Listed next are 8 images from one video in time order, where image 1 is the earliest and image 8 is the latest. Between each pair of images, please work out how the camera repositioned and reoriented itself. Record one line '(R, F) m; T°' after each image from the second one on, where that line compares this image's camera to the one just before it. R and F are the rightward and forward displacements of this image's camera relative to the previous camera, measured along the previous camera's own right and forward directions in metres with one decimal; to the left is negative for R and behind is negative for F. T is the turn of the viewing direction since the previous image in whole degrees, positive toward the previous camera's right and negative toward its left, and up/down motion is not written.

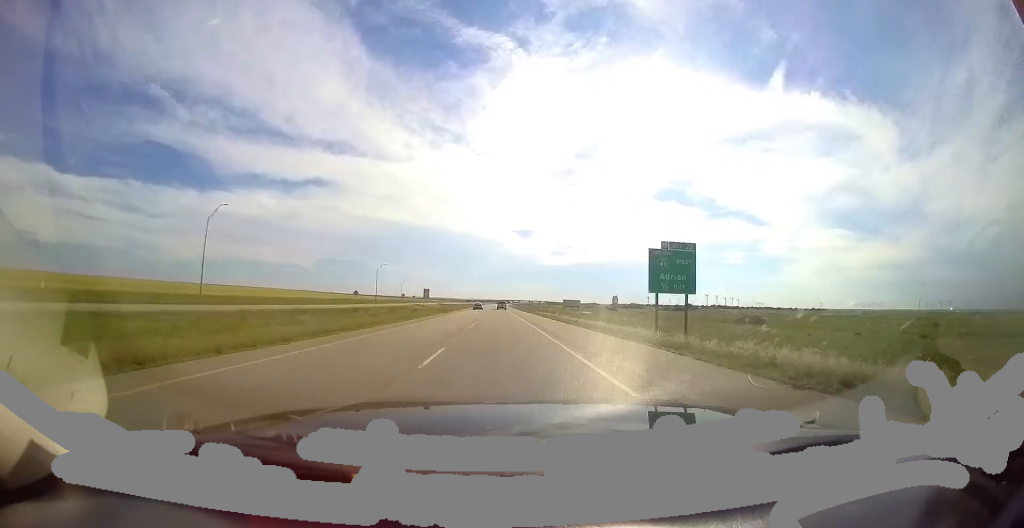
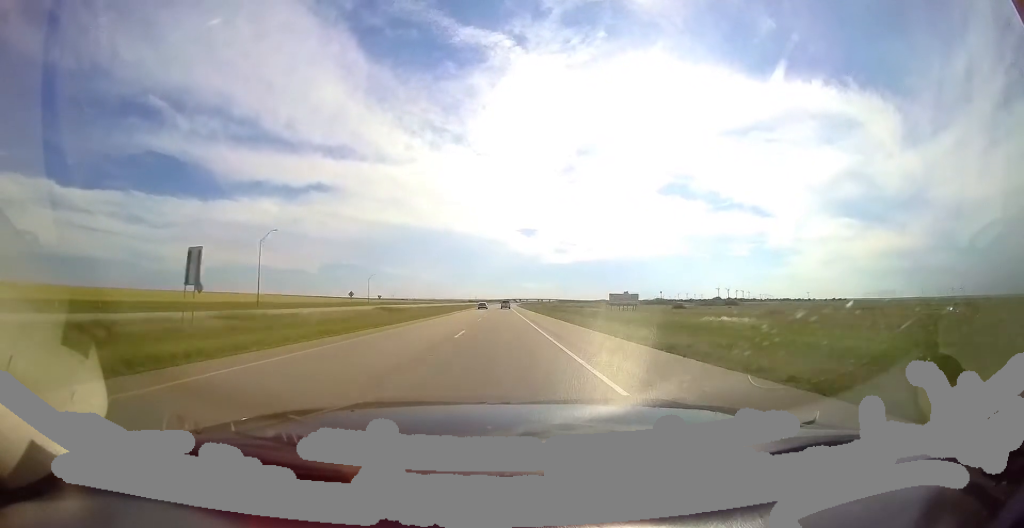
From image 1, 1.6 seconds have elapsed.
(-0.5, +55.5) m; 0°
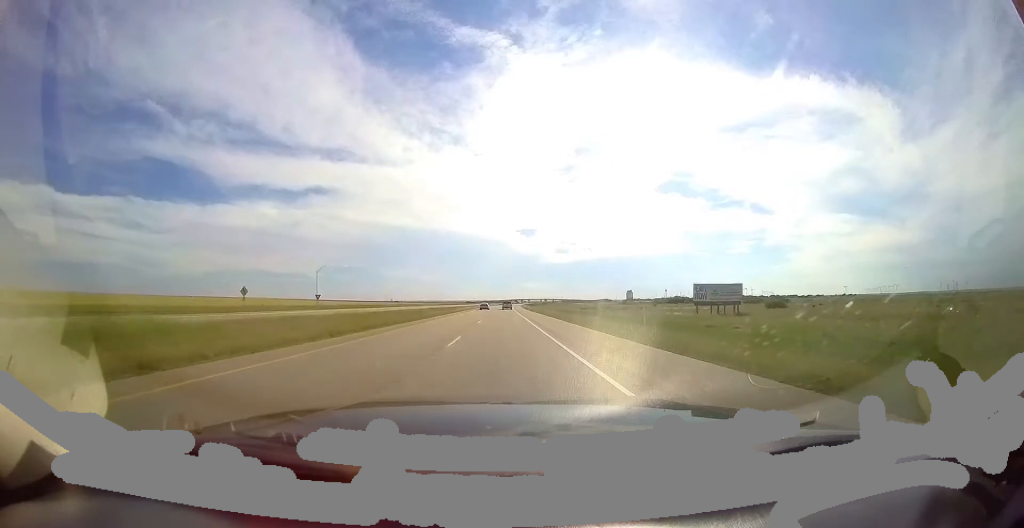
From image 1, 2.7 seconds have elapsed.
(0.0, +39.2) m; 0°
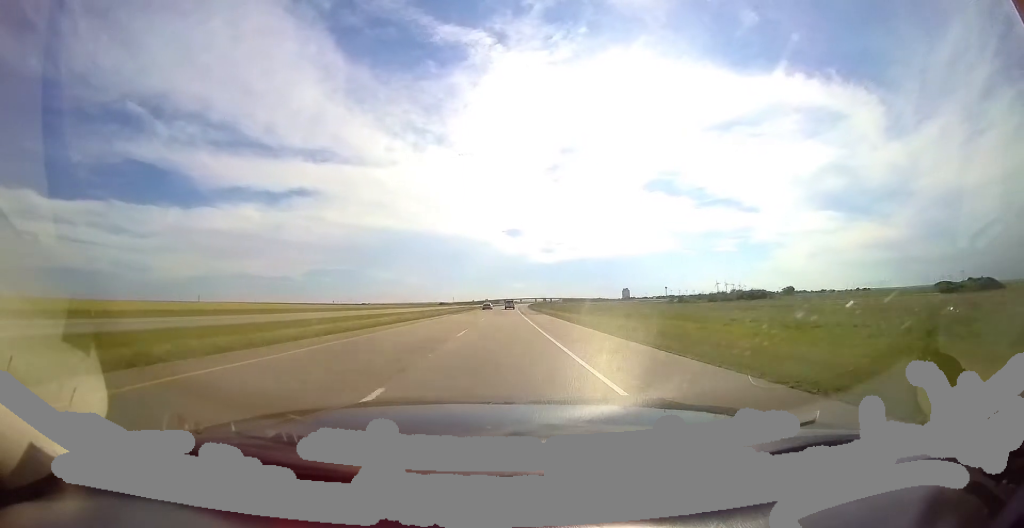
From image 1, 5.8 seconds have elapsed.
(+1.7, +106.1) m; +3°
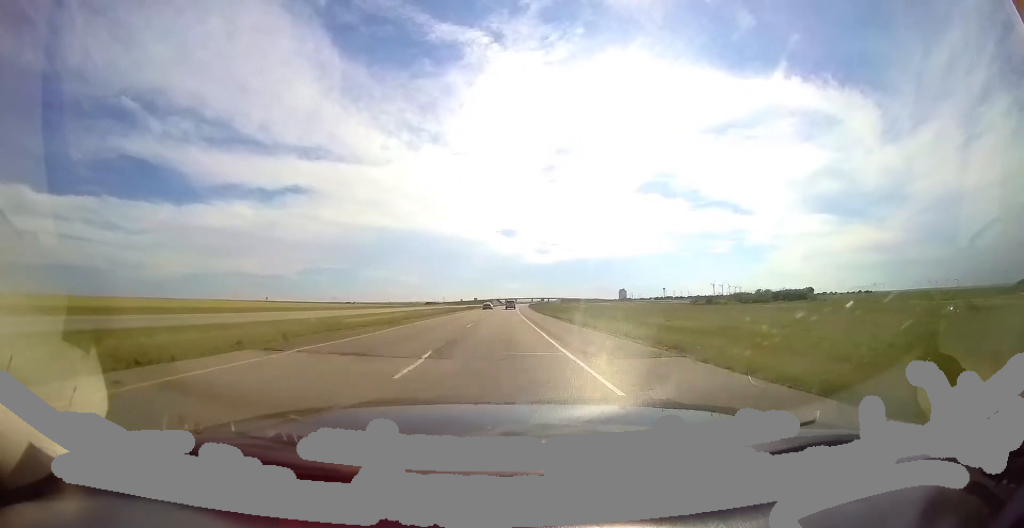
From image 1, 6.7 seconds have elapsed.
(+0.8, +32.5) m; +1°
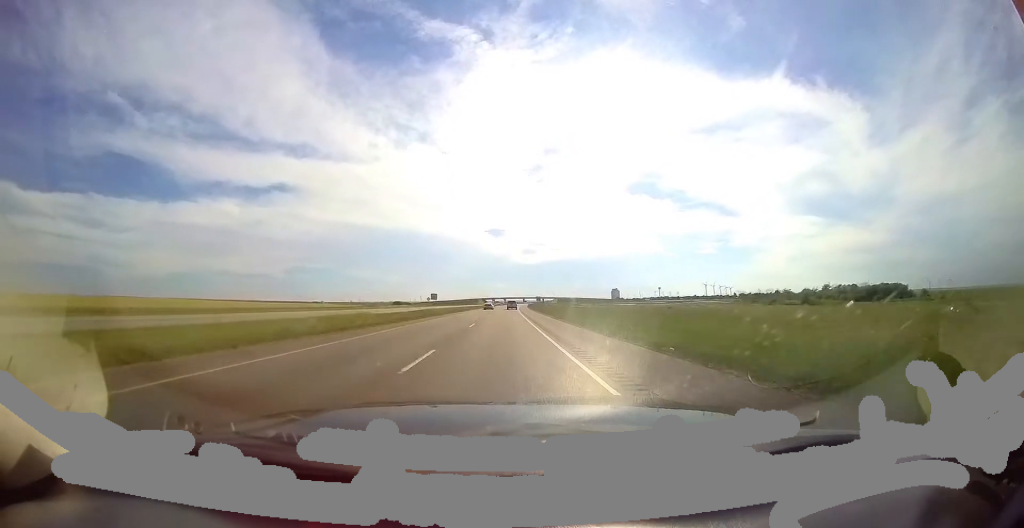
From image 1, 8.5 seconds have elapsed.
(+1.0, +60.4) m; +2°
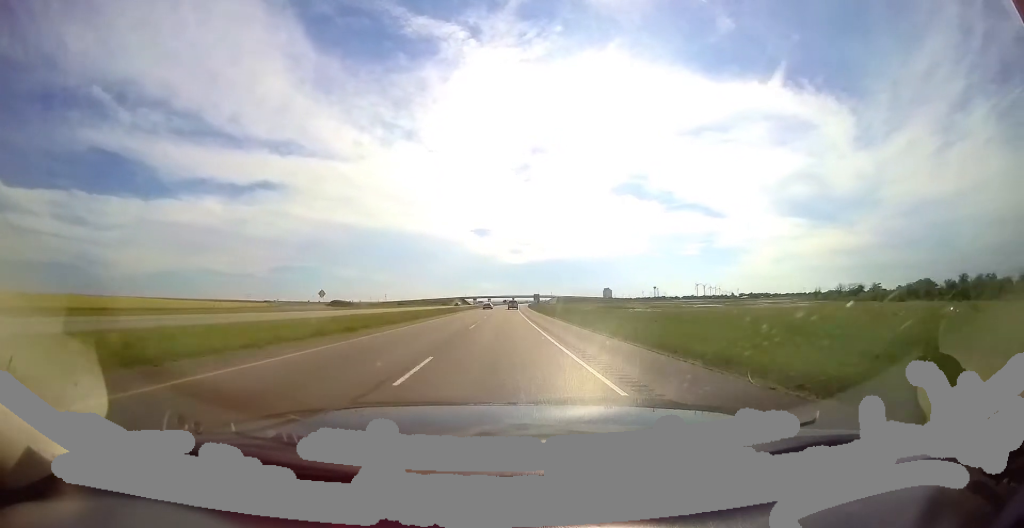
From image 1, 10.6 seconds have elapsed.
(+1.0, +74.5) m; +2°
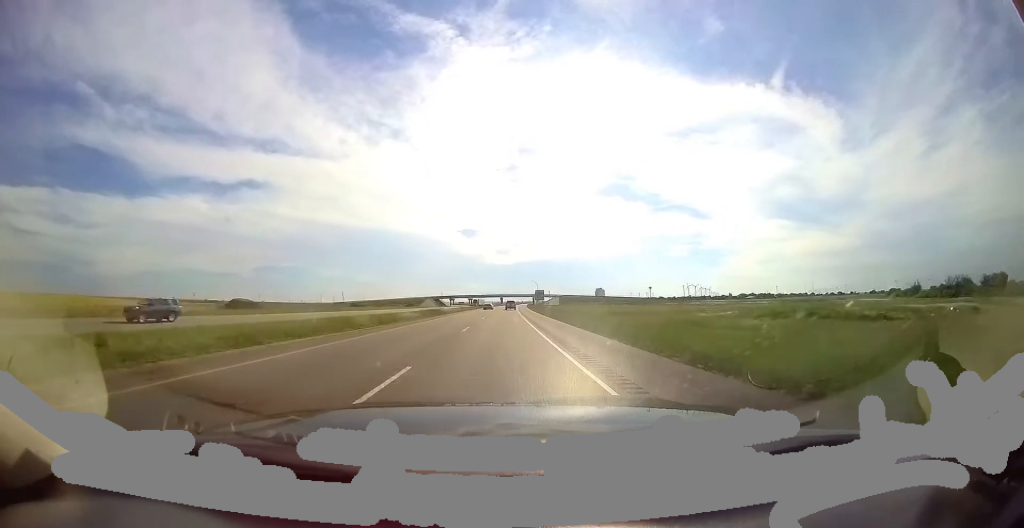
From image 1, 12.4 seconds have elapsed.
(+1.0, +62.9) m; +2°
